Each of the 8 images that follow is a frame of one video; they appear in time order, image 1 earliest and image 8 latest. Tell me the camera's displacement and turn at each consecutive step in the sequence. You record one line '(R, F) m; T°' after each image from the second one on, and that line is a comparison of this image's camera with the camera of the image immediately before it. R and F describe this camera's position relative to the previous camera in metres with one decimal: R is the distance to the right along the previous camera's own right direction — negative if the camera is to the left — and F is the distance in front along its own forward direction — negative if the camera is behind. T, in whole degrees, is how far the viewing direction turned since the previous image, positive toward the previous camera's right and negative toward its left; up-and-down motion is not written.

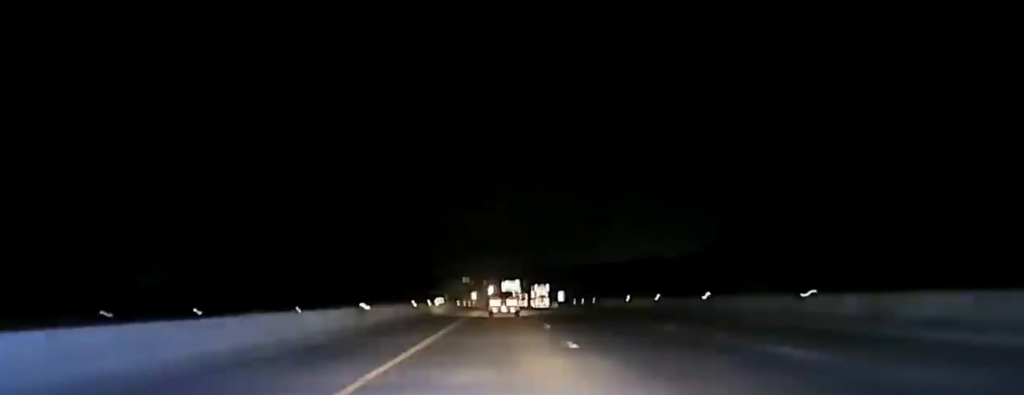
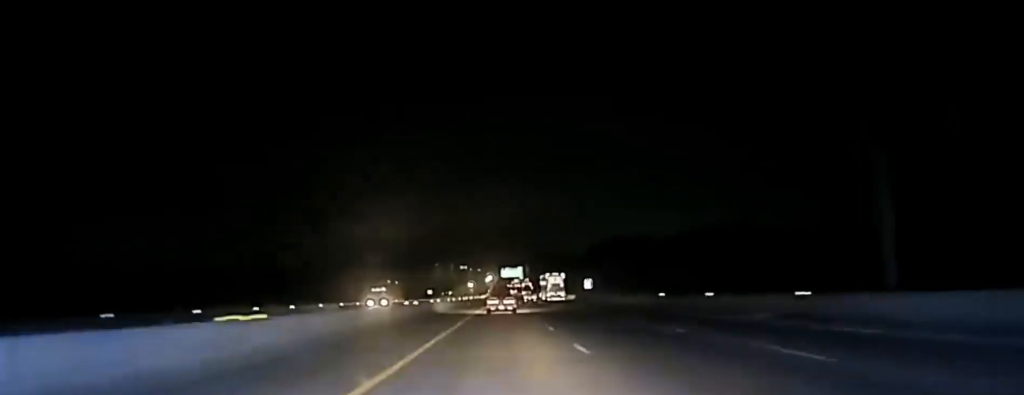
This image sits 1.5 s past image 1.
(0.0, +88.5) m; 0°
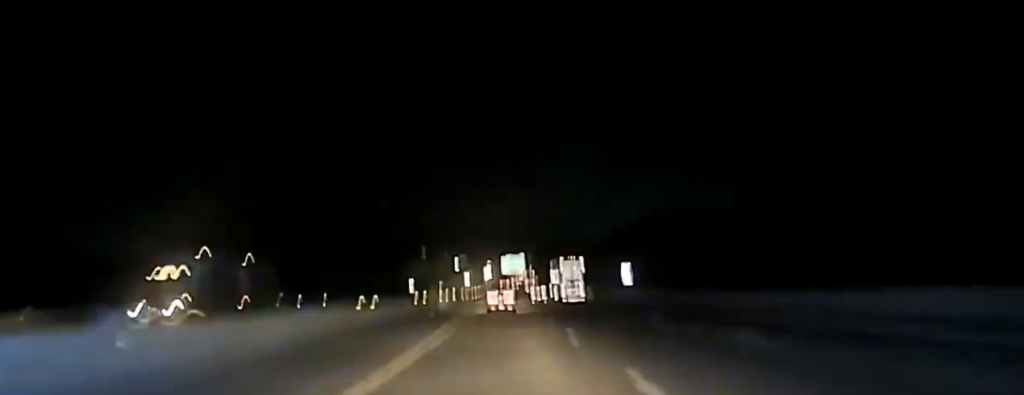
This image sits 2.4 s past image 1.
(+0.1, +55.9) m; 0°
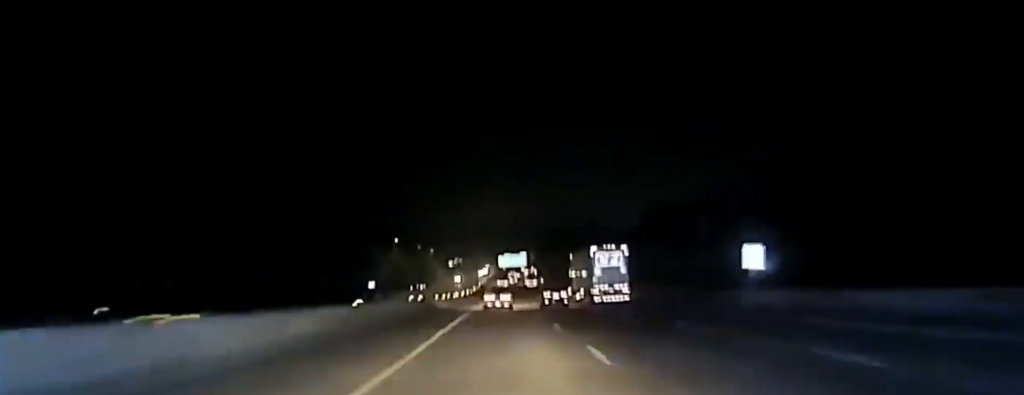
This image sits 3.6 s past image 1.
(0.0, +68.6) m; 0°
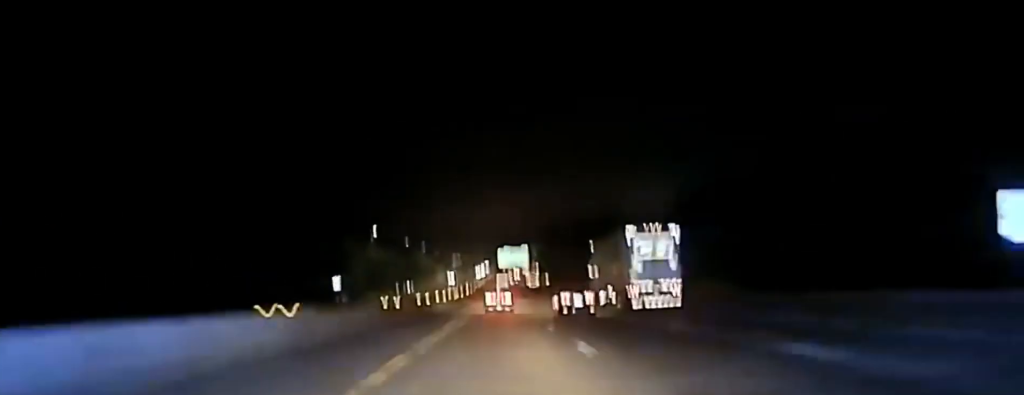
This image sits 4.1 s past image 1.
(0.0, +32.6) m; 0°
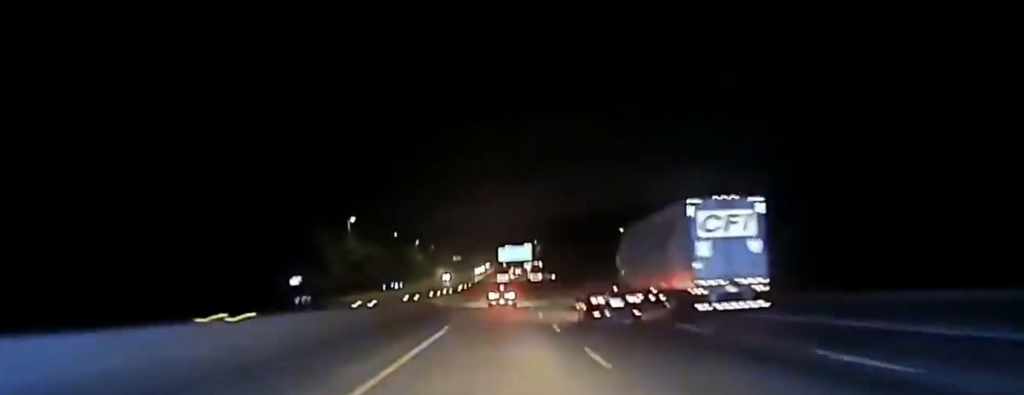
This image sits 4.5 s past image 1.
(0.0, +26.6) m; 0°
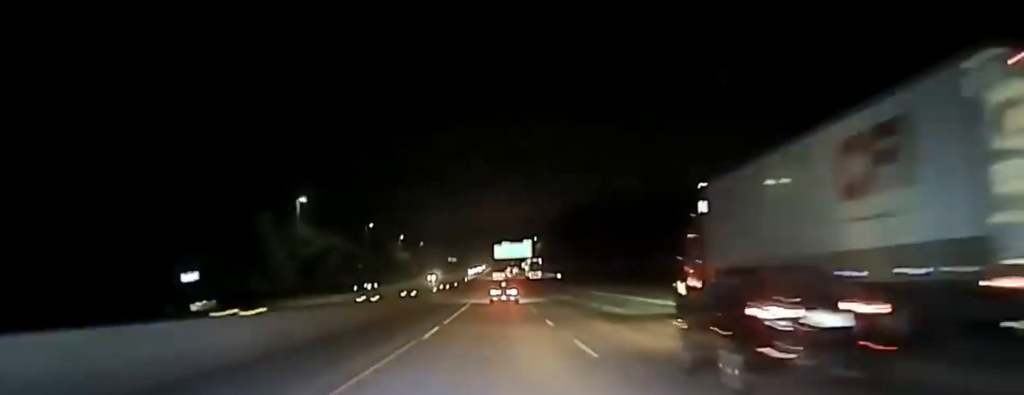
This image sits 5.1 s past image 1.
(0.0, +34.8) m; 0°
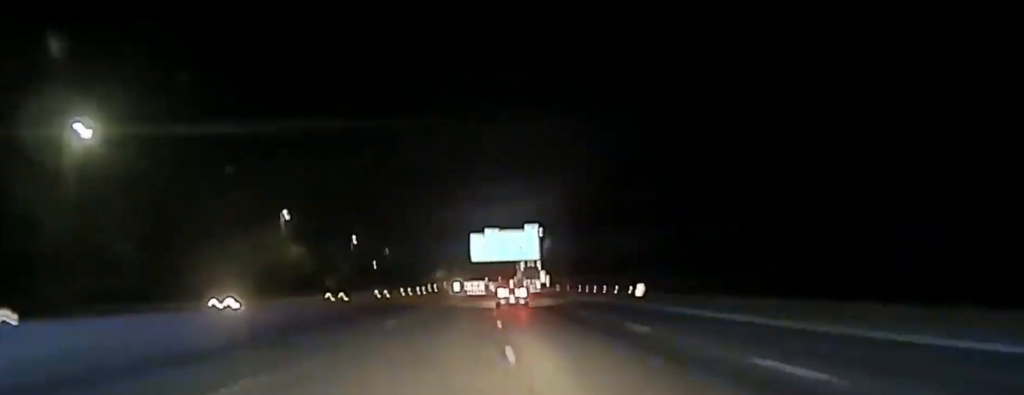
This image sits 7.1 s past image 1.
(+1.2, +124.8) m; +1°
